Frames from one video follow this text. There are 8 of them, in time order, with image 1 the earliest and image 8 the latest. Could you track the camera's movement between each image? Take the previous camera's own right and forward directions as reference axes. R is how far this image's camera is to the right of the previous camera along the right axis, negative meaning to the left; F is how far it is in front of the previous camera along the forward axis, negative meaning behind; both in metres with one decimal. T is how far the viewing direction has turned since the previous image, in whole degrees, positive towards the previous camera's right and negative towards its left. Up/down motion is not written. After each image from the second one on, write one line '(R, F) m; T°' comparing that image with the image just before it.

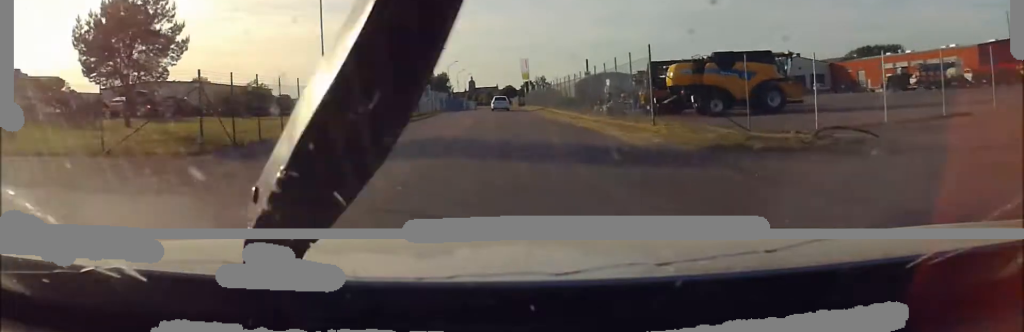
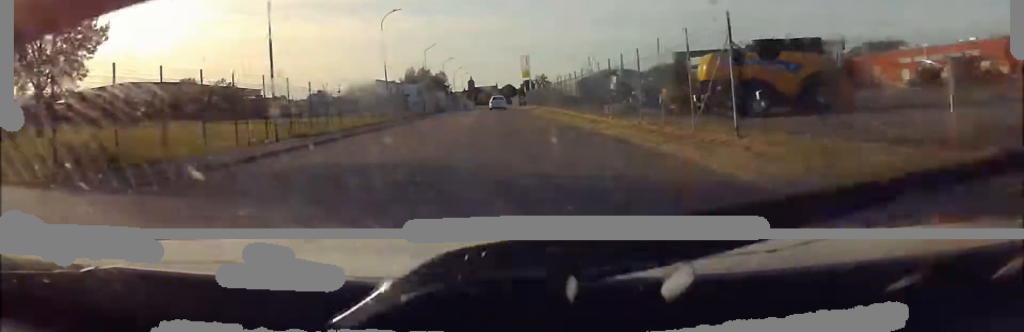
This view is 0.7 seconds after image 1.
(0.0, +7.7) m; 0°
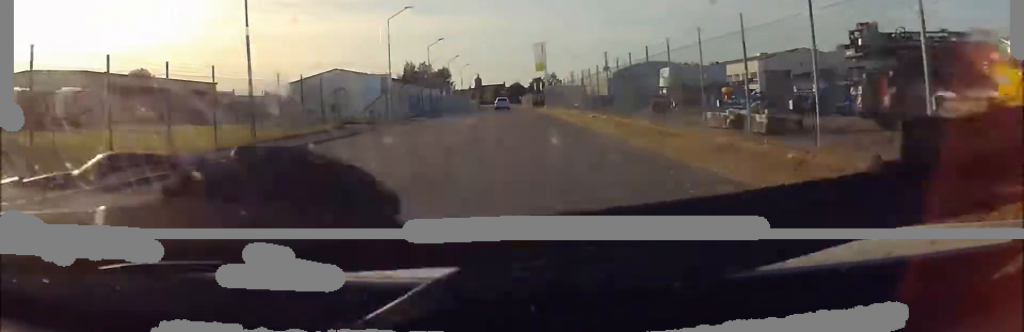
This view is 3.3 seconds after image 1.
(+0.4, +30.4) m; 0°
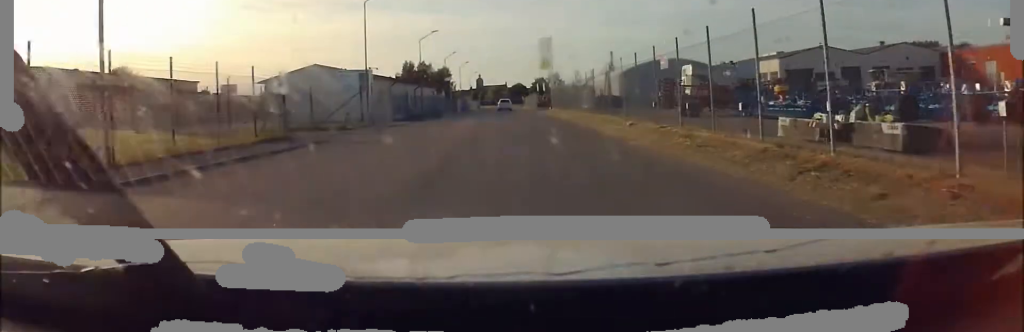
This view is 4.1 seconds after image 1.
(-0.3, +9.2) m; 0°
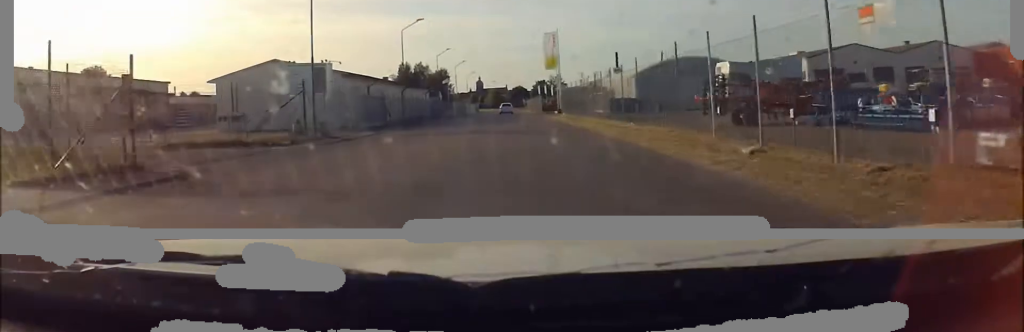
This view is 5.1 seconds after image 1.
(+0.2, +11.6) m; +1°
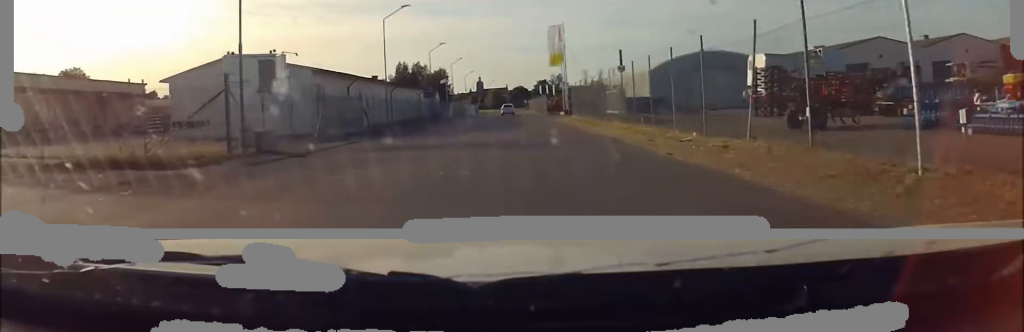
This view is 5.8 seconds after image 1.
(0.0, +8.2) m; 0°
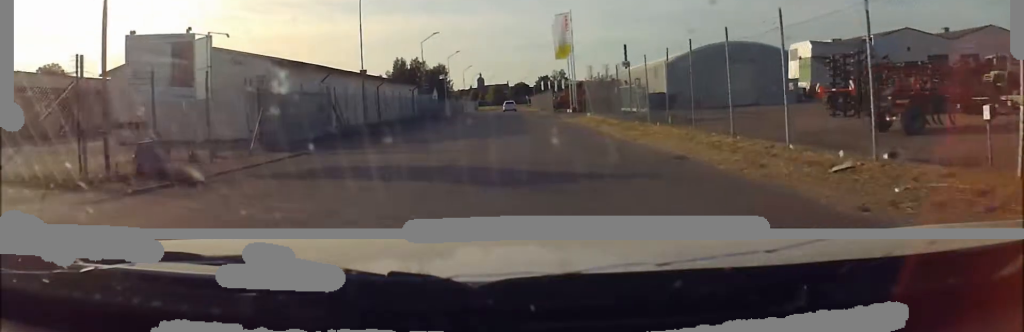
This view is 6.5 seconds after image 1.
(-0.1, +7.8) m; -1°
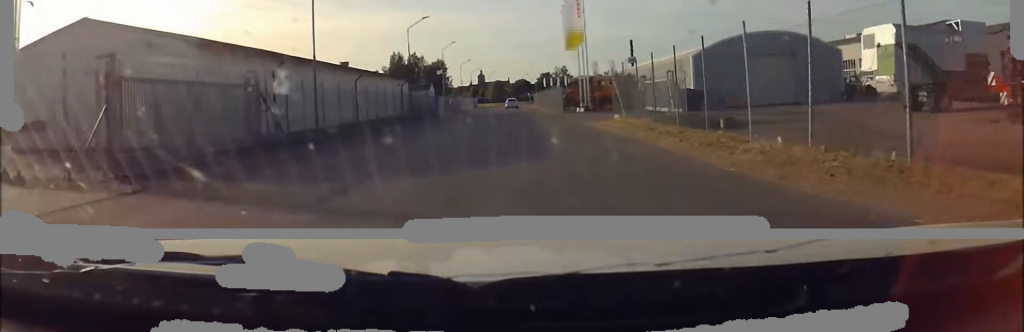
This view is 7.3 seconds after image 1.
(0.0, +9.7) m; 0°
